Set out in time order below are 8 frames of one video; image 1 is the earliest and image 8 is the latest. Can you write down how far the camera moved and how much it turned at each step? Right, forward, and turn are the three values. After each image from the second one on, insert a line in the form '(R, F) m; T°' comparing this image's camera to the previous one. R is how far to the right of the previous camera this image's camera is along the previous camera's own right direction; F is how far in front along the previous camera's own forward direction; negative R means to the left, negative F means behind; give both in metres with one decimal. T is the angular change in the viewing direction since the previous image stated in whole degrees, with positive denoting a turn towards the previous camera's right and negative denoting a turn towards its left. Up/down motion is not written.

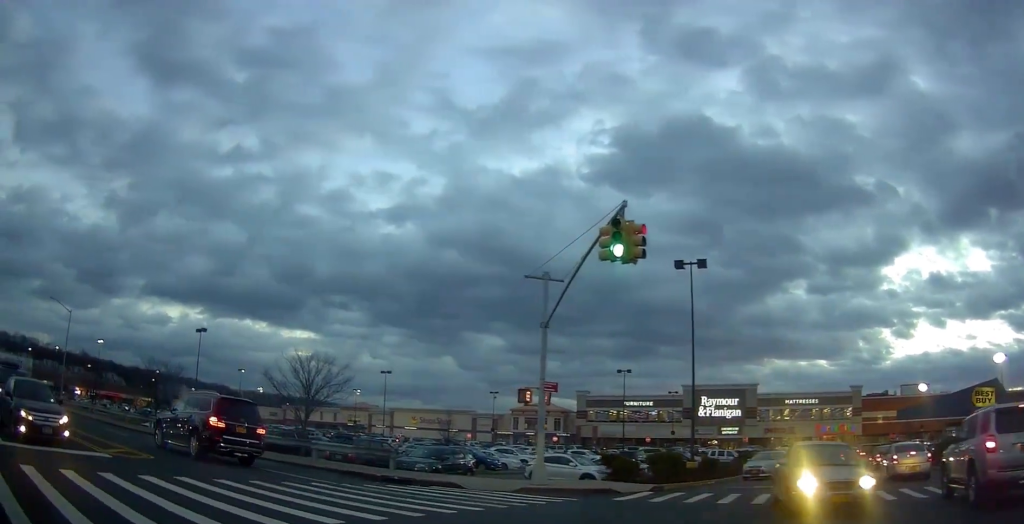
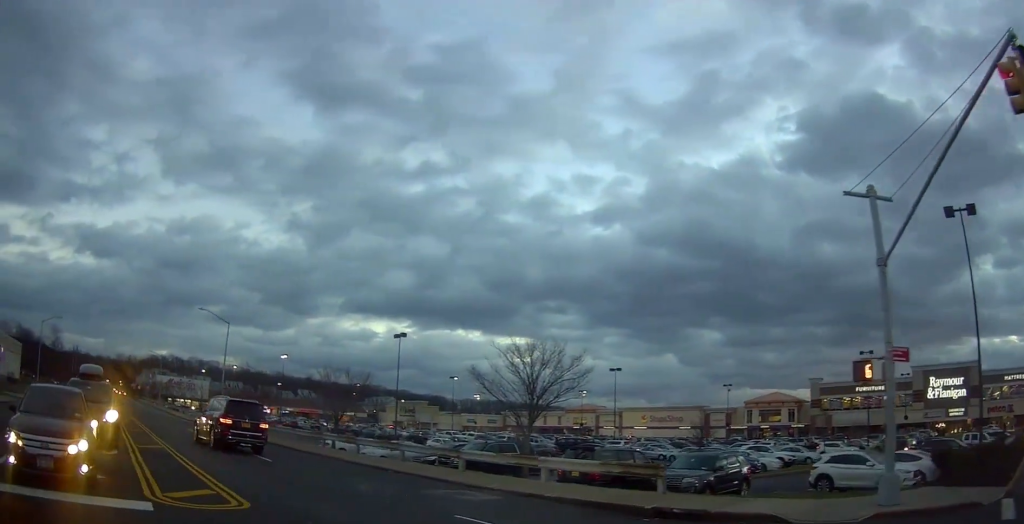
(-1.1, +5.6) m; -22°
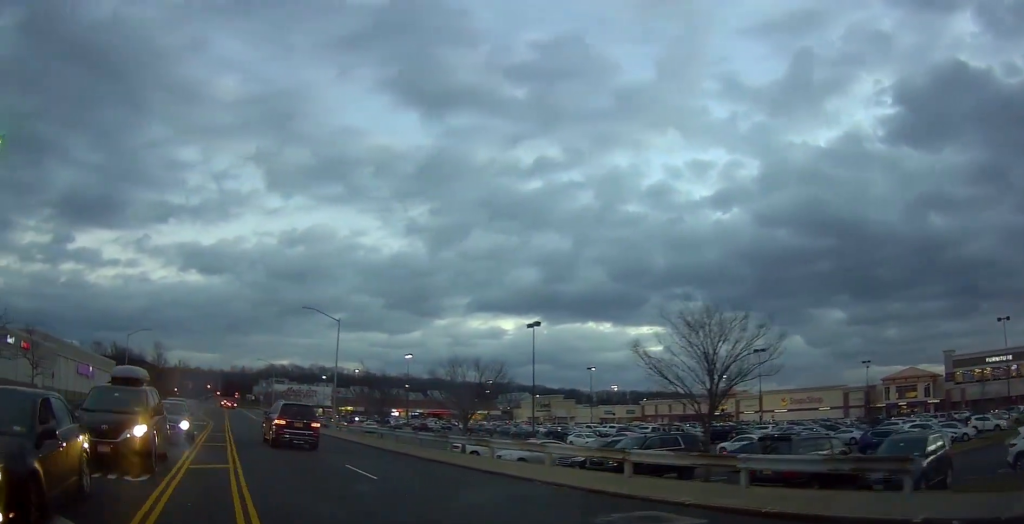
(-0.4, +3.8) m; -11°
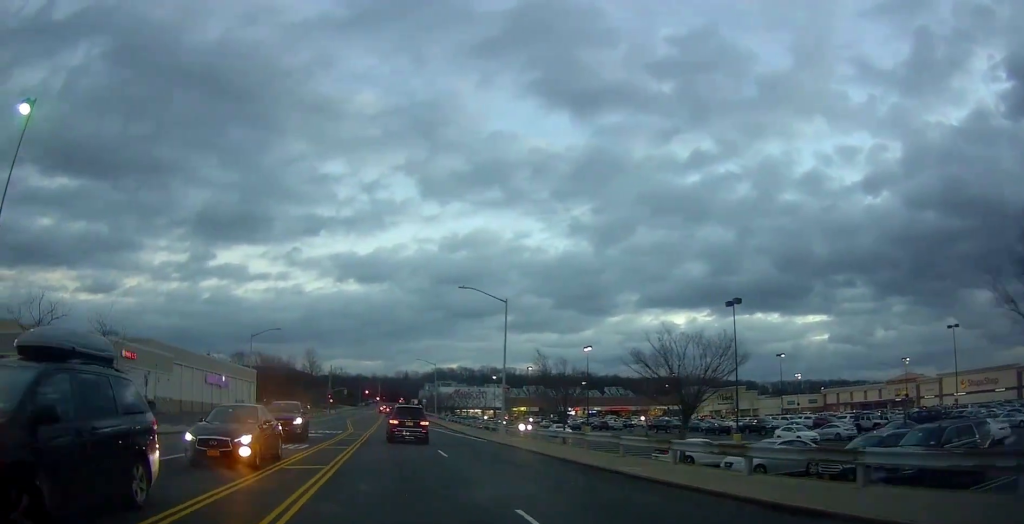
(-0.9, +7.3) m; -14°
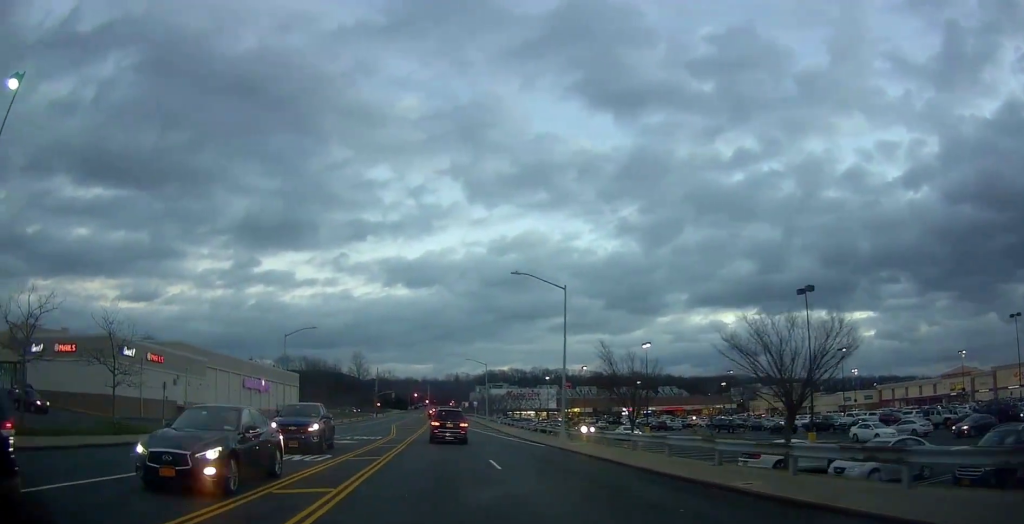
(-0.4, +3.9) m; -5°
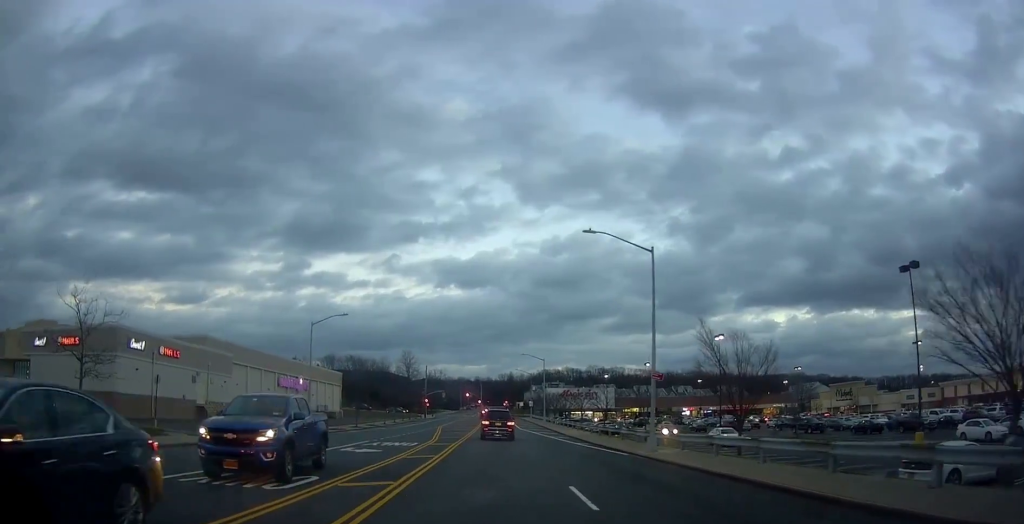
(-0.5, +6.7) m; -5°
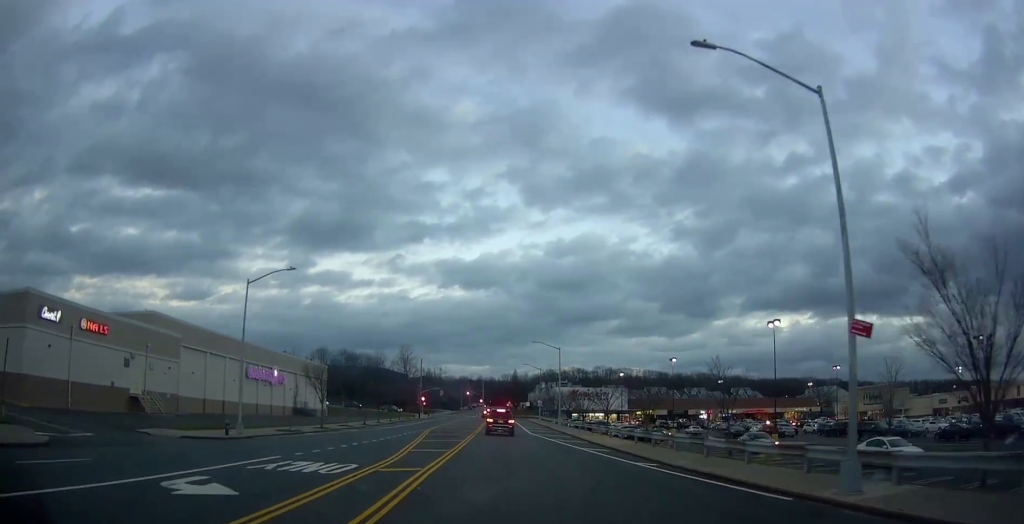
(-0.4, +12.7) m; -3°
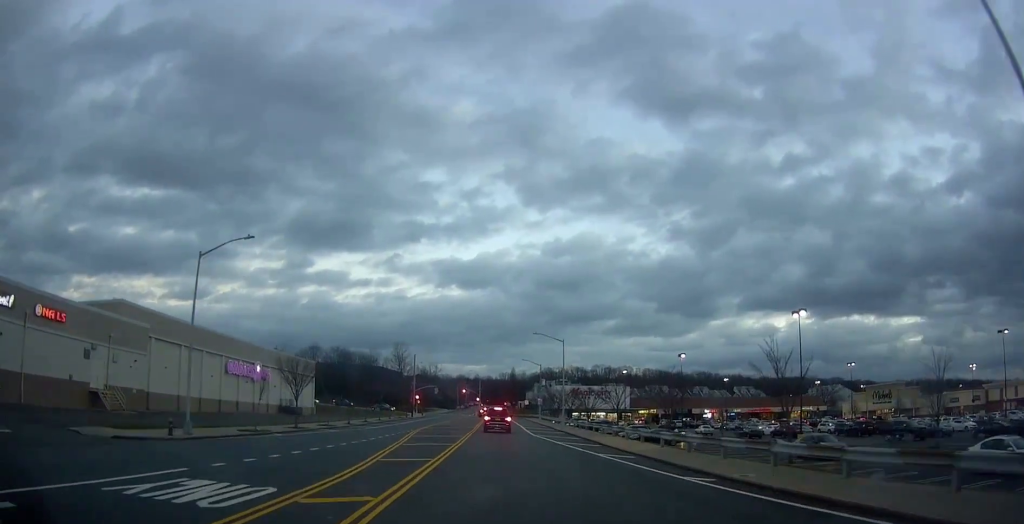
(-0.1, +5.5) m; 0°
